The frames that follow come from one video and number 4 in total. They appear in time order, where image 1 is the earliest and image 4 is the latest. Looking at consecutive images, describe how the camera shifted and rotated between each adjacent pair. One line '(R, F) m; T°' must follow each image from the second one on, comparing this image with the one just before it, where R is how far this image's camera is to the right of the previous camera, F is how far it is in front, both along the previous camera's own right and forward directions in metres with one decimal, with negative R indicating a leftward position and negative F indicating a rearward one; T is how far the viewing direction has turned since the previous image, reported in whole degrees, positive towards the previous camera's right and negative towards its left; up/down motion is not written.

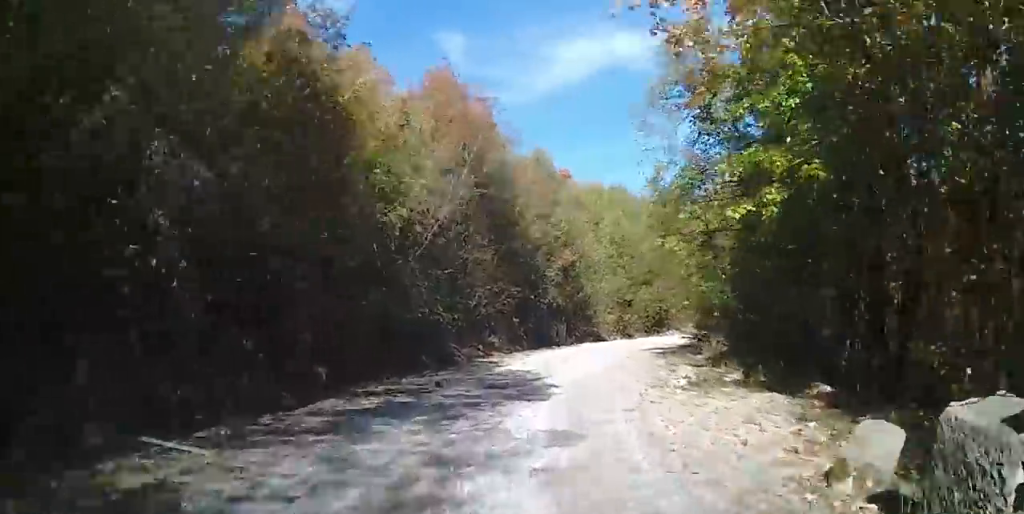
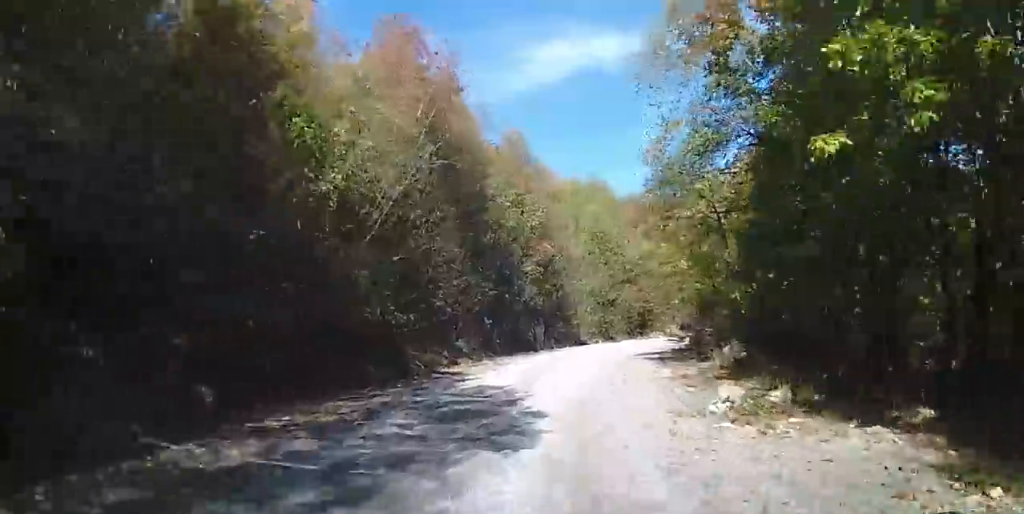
(0.0, +3.5) m; 0°
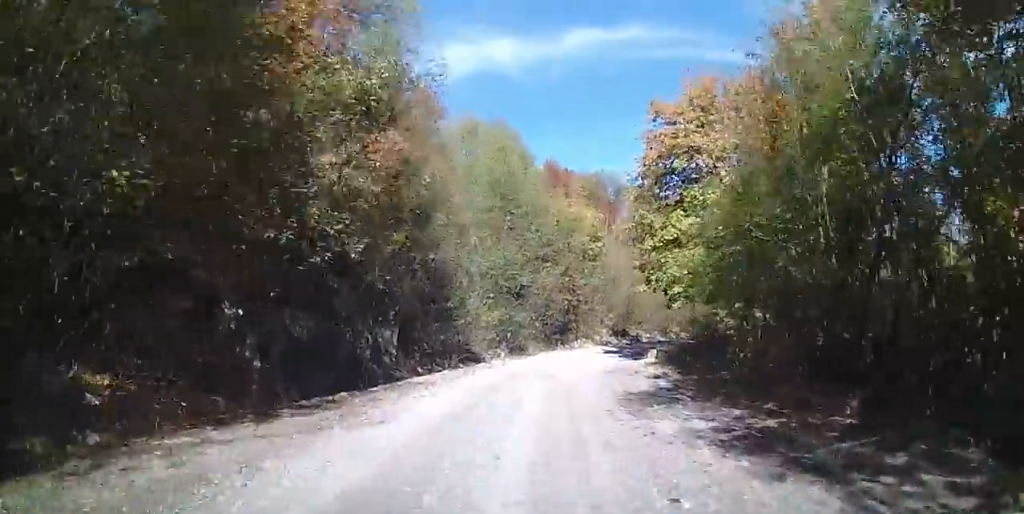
(0.0, +15.2) m; +3°
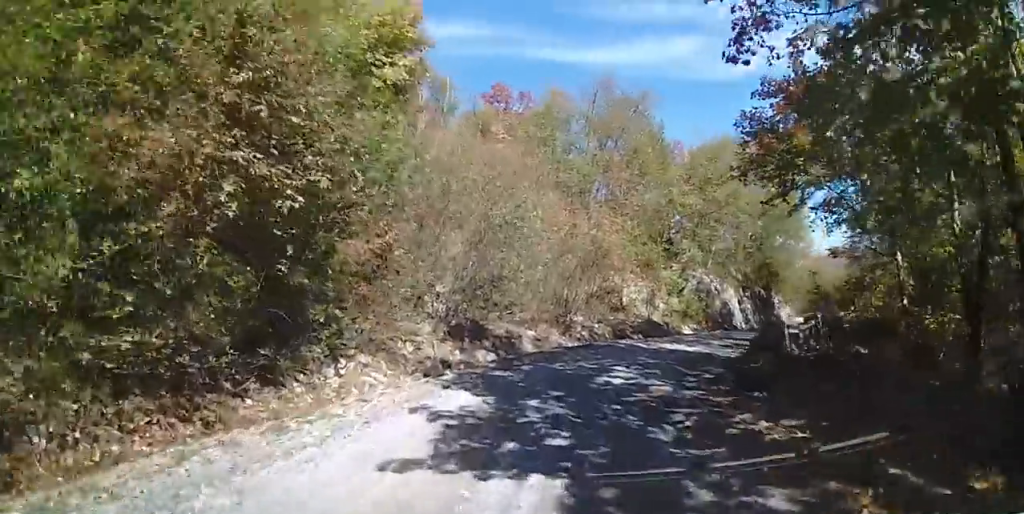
(+4.7, +21.9) m; +26°
